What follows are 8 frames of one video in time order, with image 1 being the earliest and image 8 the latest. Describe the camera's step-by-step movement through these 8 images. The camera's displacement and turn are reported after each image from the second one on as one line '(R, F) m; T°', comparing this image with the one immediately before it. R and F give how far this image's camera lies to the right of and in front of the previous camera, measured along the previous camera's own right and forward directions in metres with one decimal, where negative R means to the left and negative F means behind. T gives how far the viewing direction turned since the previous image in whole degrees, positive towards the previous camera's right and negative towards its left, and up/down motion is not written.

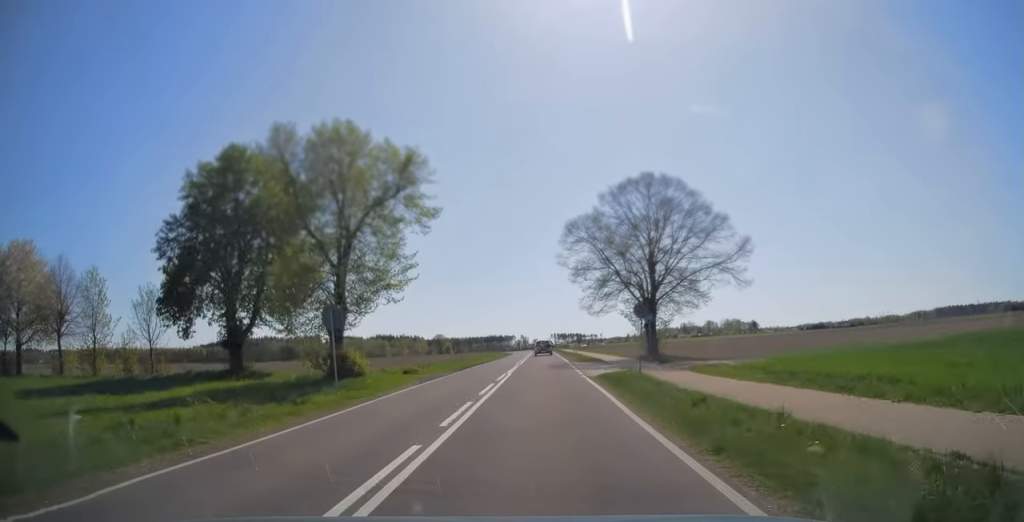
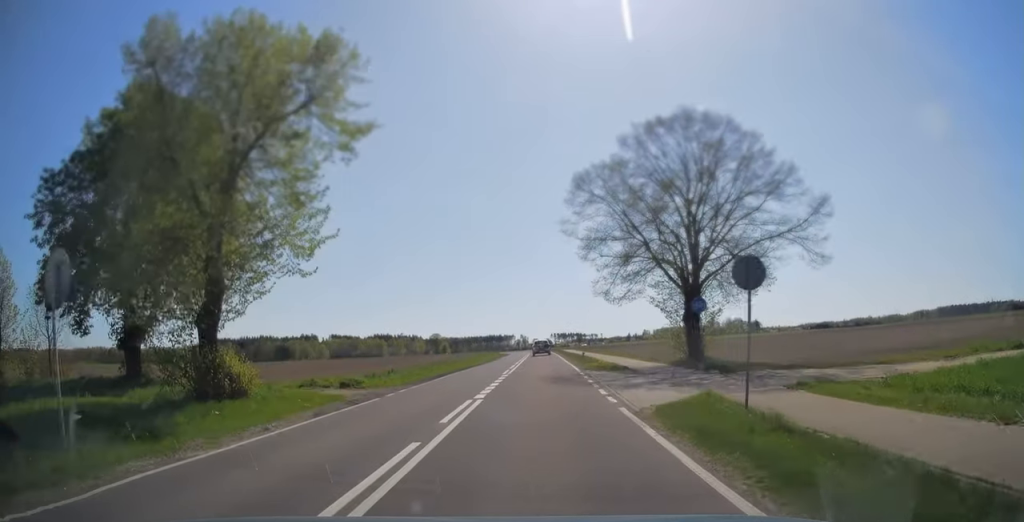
(0.0, +11.7) m; 0°
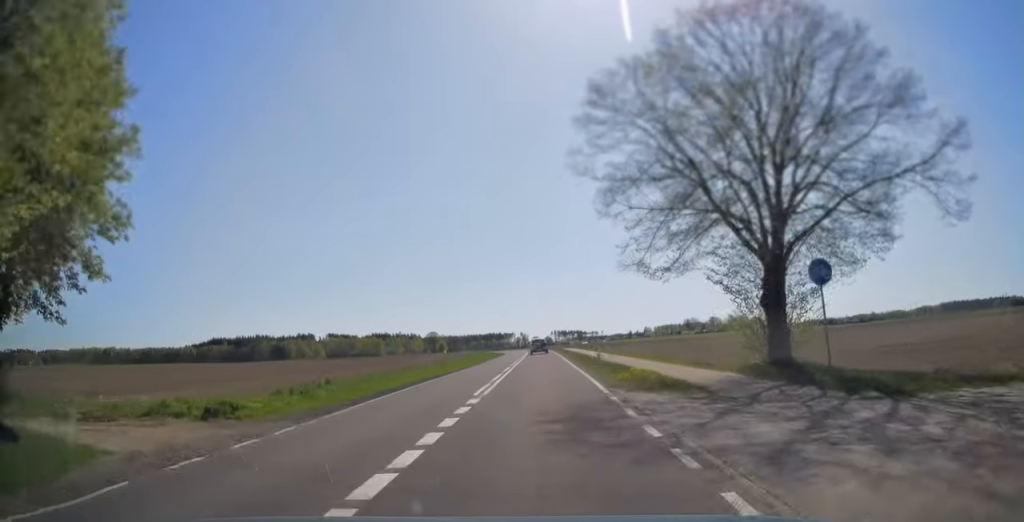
(0.0, +10.8) m; 0°
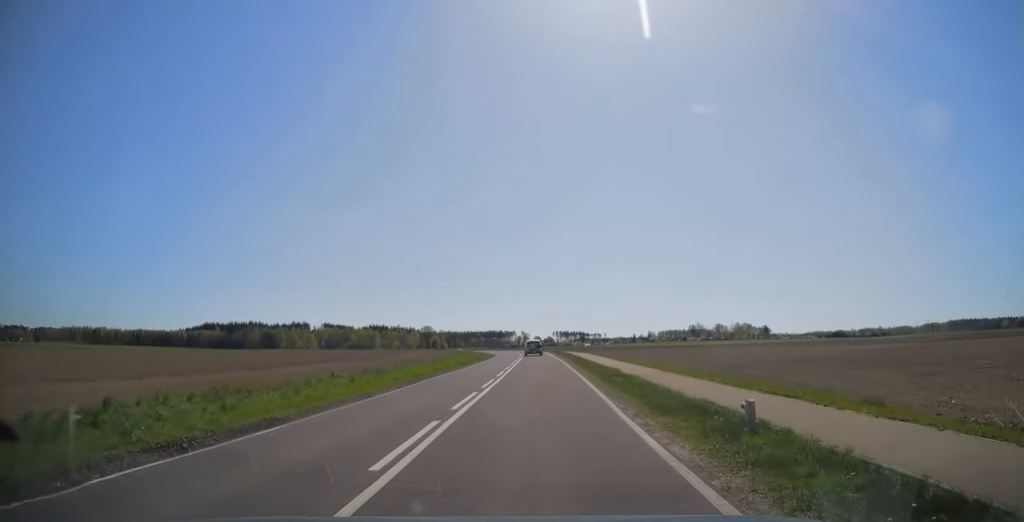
(0.0, +20.7) m; 0°
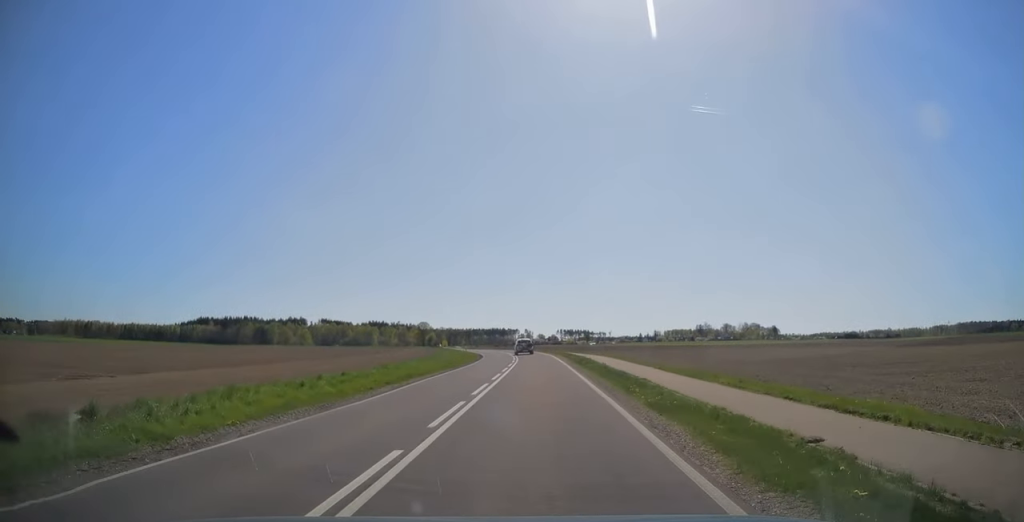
(-0.1, +20.6) m; -1°
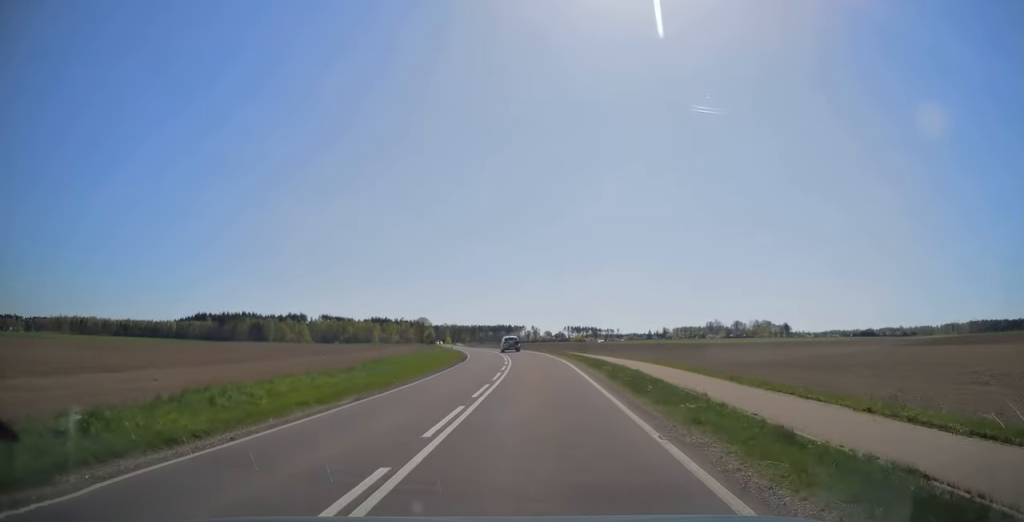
(-0.1, +18.9) m; -1°
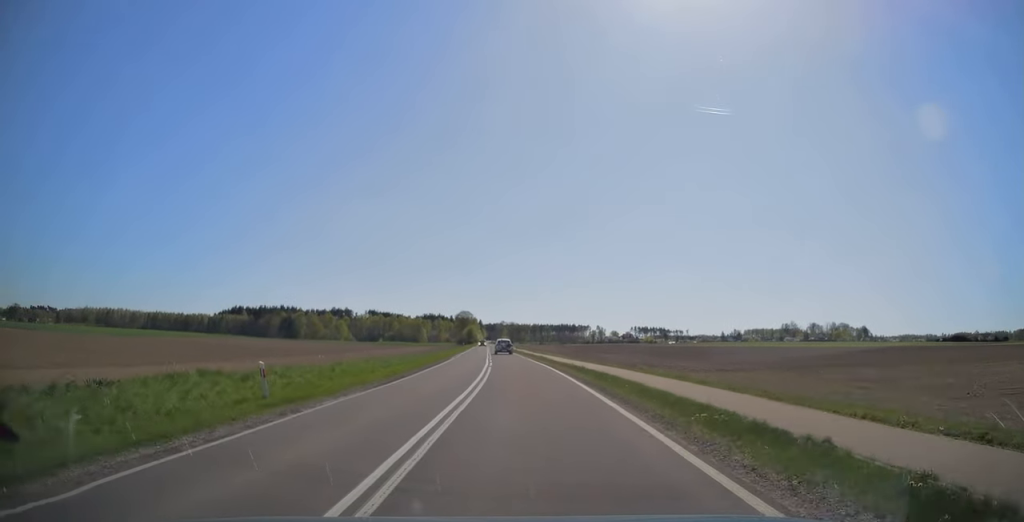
(-2.7, +52.8) m; -6°
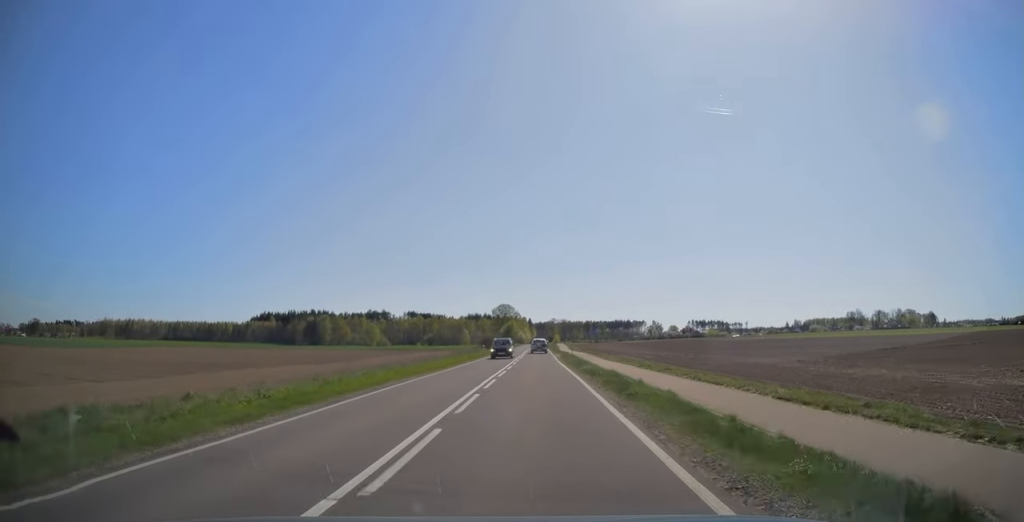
(-1.8, +45.5) m; -4°
